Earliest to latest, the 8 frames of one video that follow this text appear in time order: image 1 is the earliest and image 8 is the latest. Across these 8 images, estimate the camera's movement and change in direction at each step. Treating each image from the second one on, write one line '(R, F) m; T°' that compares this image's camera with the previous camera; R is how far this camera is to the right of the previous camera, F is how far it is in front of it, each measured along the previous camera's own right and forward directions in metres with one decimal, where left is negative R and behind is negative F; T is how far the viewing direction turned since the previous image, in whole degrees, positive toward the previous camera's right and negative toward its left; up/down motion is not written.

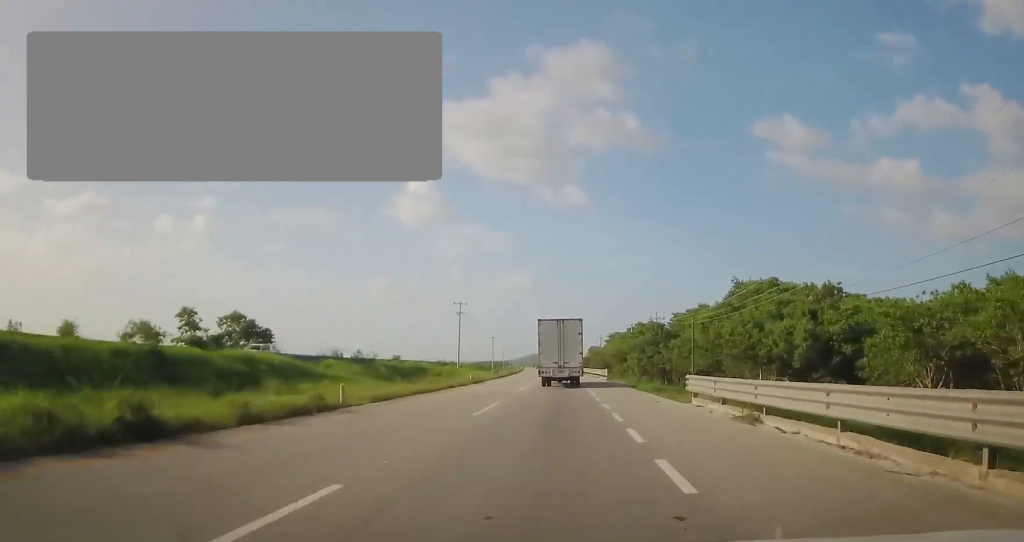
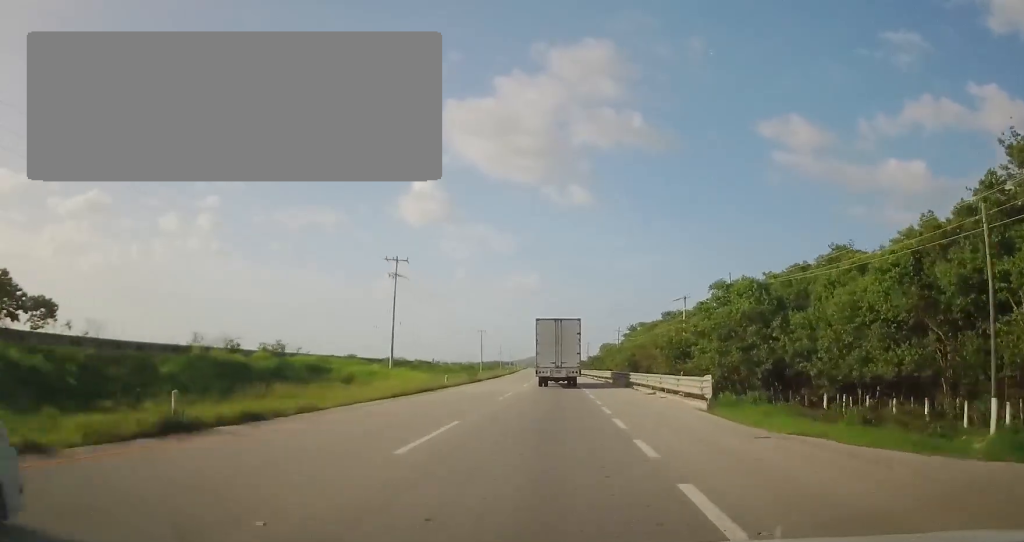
(-0.8, +39.6) m; -2°
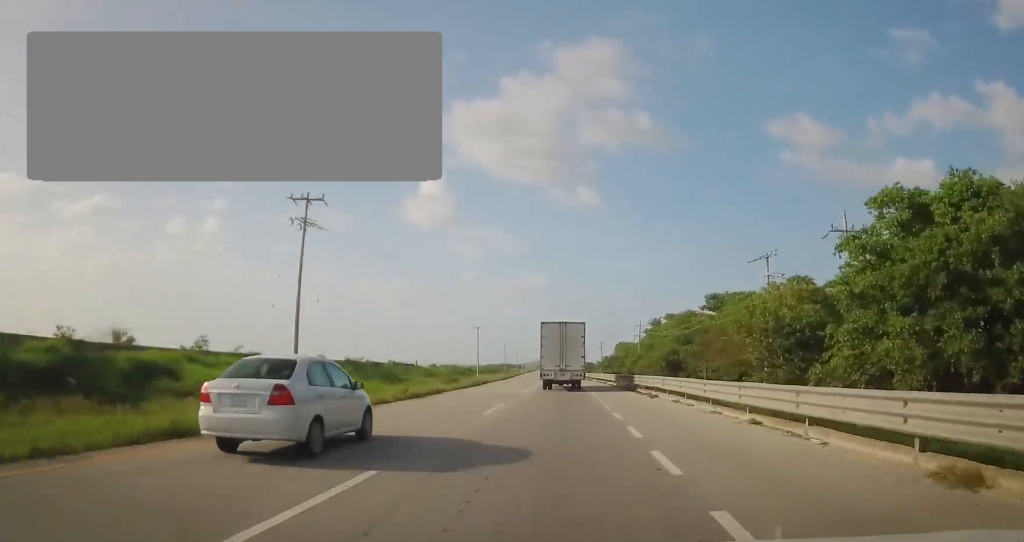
(-0.2, +22.3) m; -1°
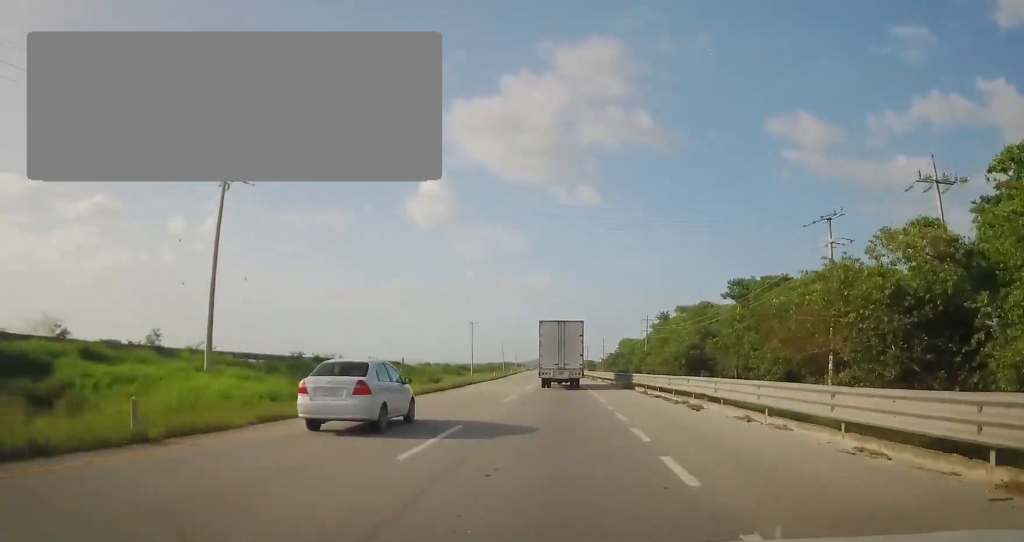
(0.0, +9.2) m; 0°
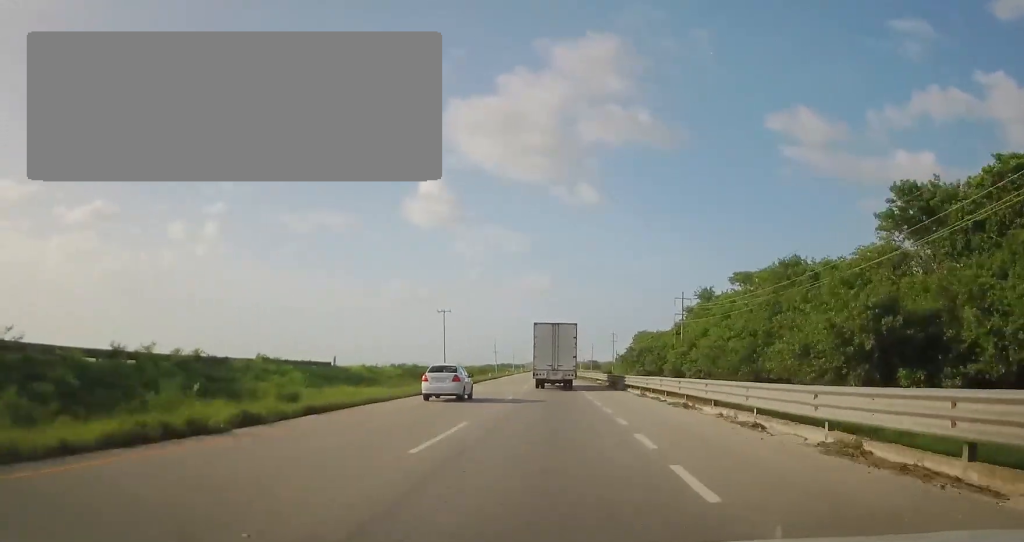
(+0.5, +30.4) m; +1°
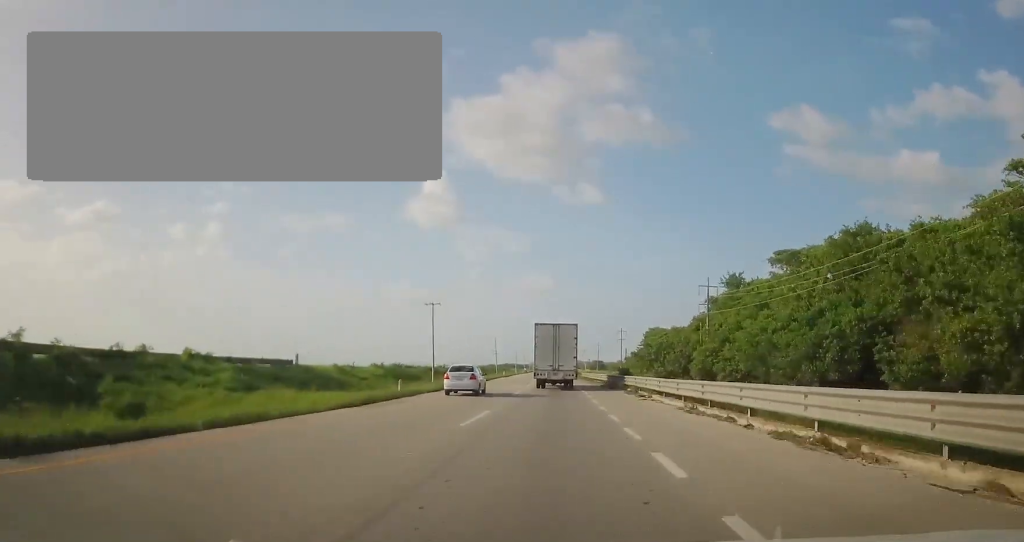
(0.0, +11.0) m; -1°
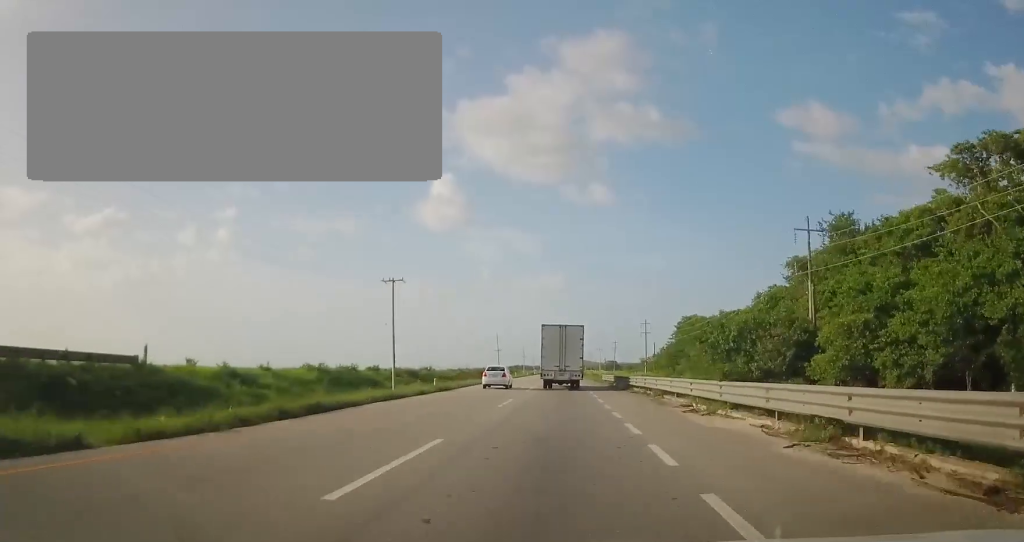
(-0.5, +24.1) m; -2°
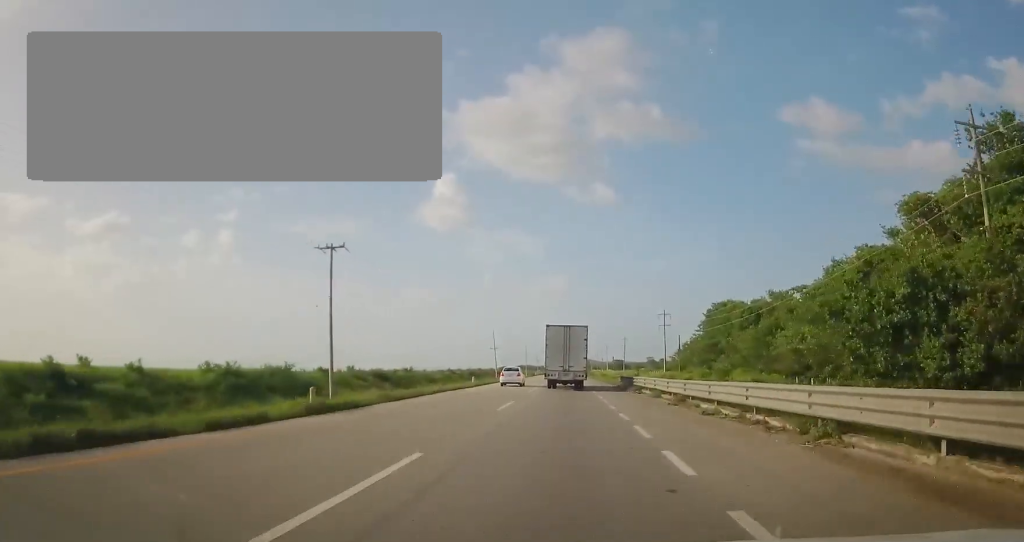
(-0.2, +17.3) m; -1°
